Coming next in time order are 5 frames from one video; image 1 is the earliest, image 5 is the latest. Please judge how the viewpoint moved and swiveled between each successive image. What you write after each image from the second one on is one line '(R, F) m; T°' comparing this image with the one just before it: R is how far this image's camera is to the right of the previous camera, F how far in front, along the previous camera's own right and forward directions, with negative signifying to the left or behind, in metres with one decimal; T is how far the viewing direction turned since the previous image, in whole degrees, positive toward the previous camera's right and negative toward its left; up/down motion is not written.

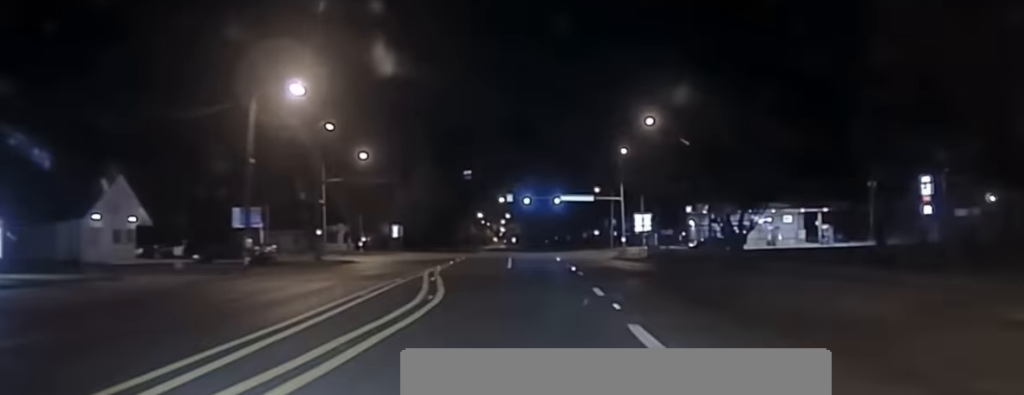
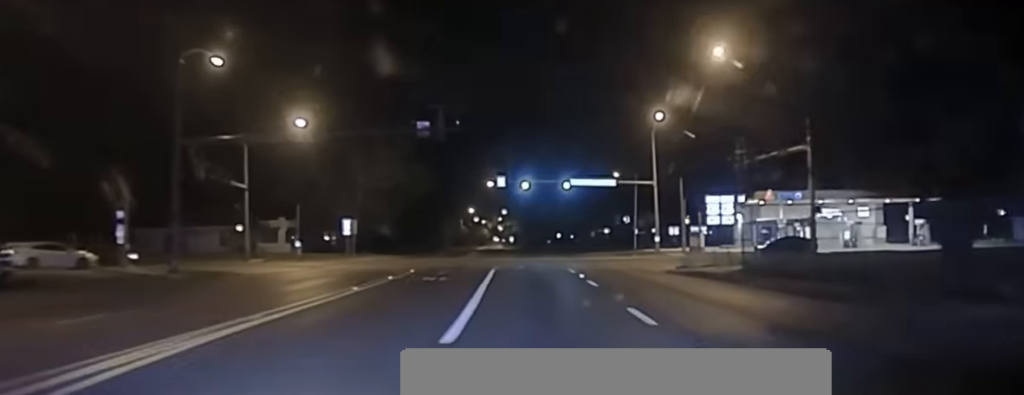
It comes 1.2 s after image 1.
(0.0, +29.9) m; +3°
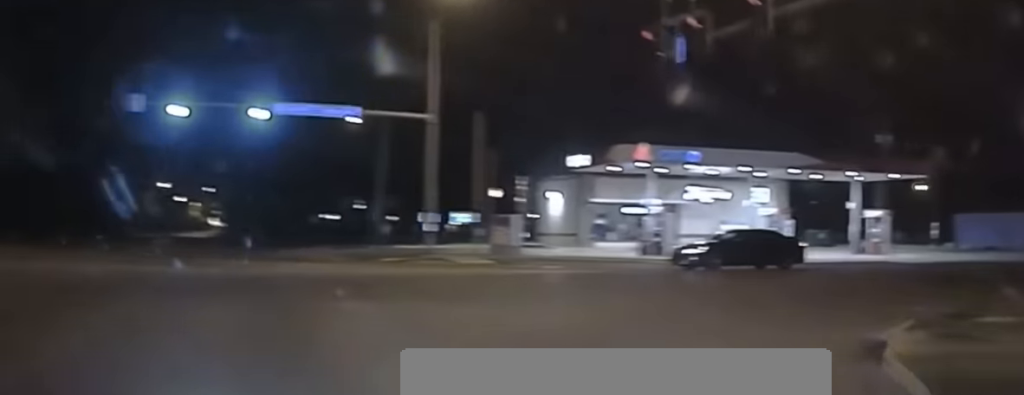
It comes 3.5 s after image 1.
(+6.5, +40.0) m; +32°
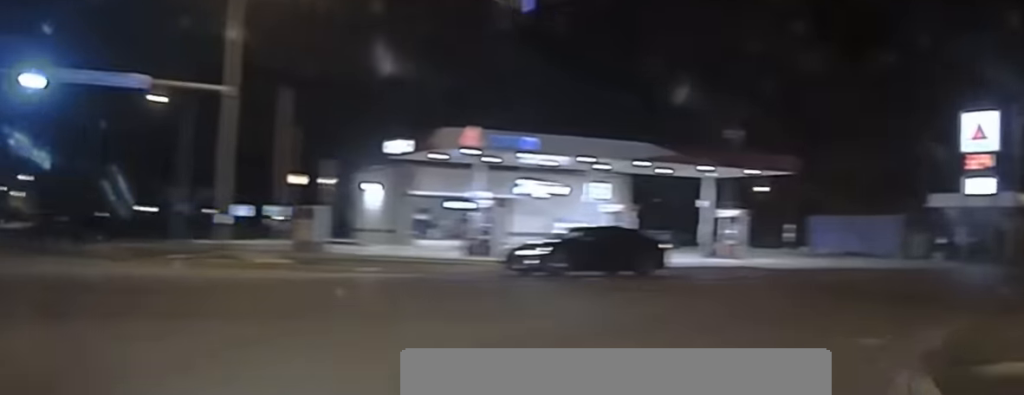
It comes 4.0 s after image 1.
(-0.1, +6.3) m; +11°
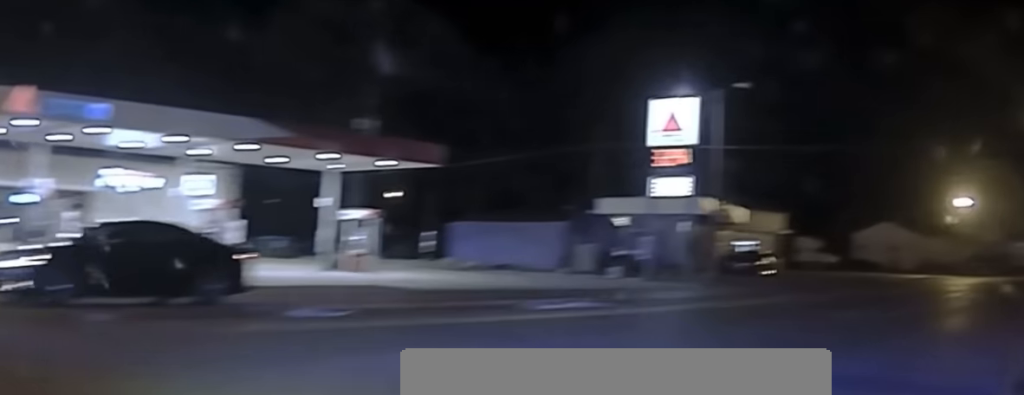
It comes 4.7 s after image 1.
(+2.3, +10.1) m; +19°
